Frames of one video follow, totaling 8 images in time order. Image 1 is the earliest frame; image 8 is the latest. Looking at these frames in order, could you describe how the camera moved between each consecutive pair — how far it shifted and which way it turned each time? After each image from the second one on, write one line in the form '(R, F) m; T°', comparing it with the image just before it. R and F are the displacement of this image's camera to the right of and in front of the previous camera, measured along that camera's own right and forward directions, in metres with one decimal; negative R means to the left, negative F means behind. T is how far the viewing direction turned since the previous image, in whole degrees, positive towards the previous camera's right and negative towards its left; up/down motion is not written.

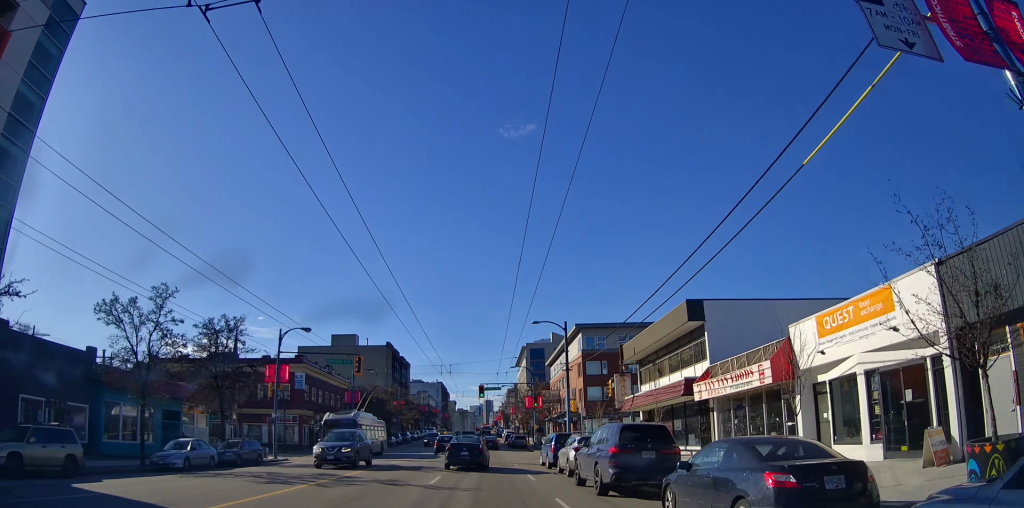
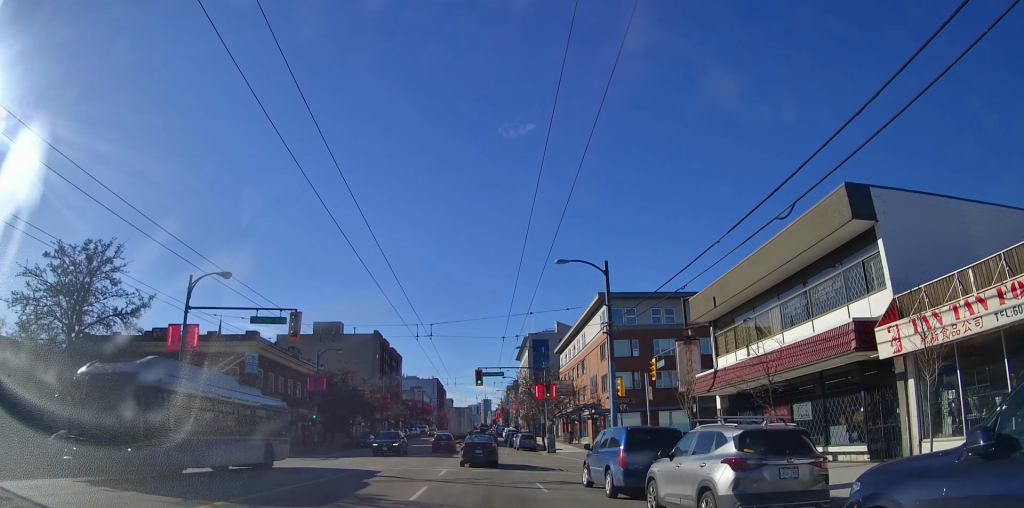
(+0.3, +14.8) m; +1°
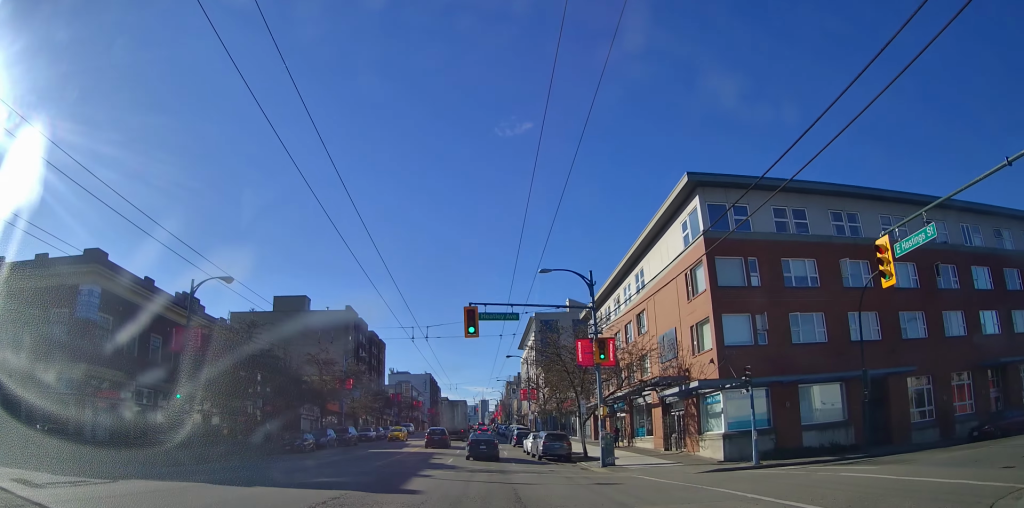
(-0.6, +26.0) m; -2°
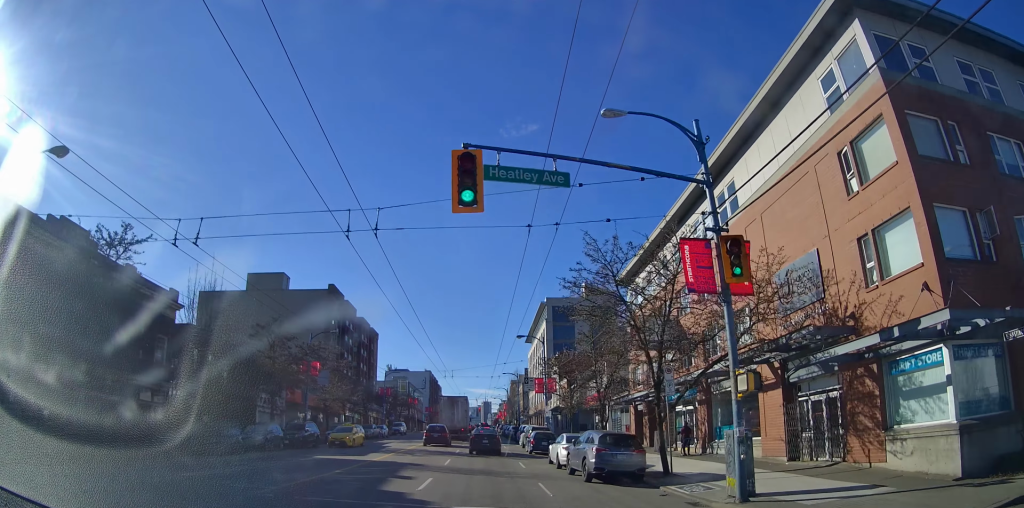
(+0.1, +14.0) m; +2°
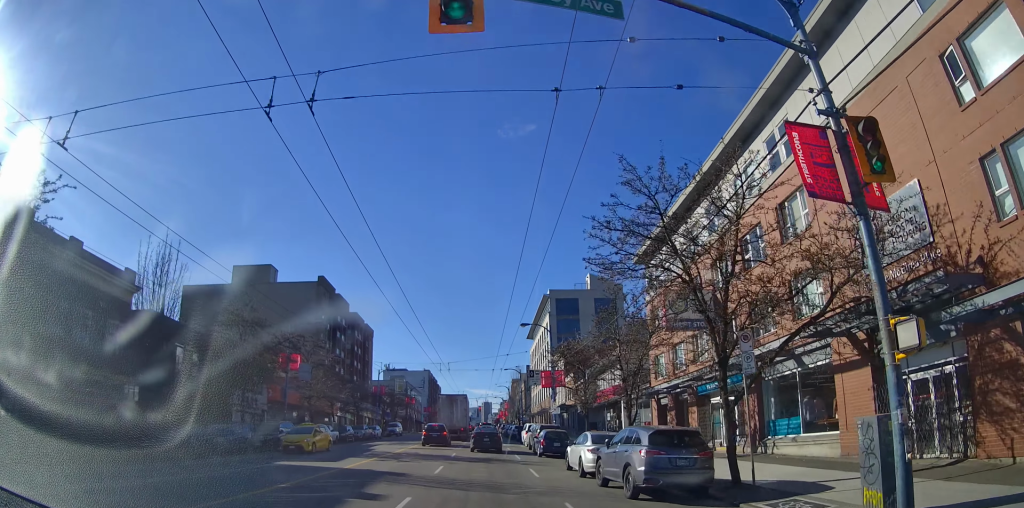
(+0.1, +5.4) m; 0°
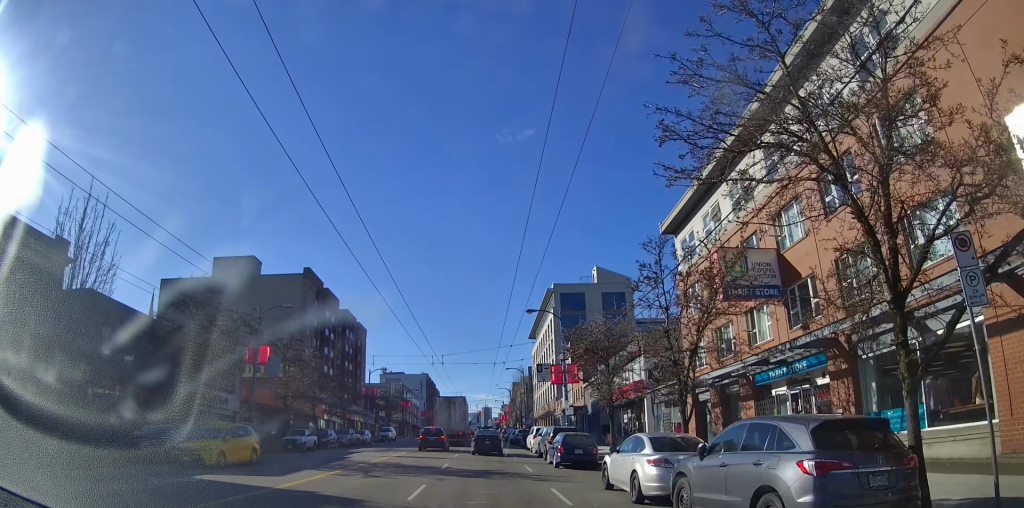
(+0.2, +6.6) m; 0°
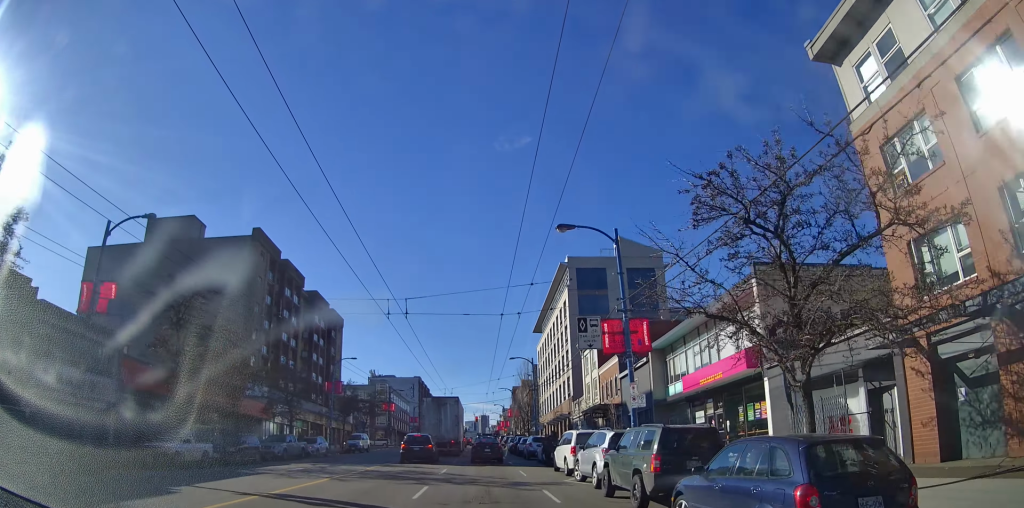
(-0.6, +19.3) m; -2°
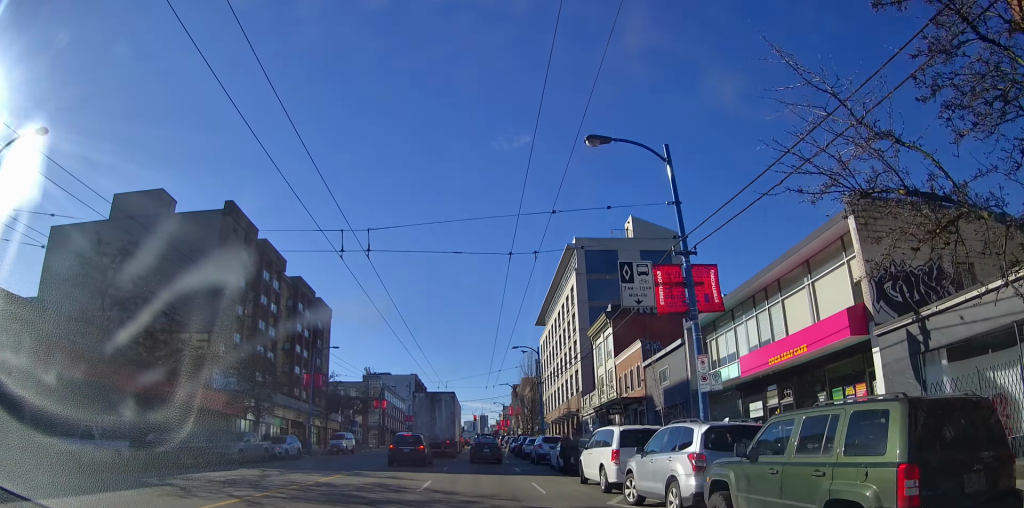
(0.0, +8.3) m; 0°
